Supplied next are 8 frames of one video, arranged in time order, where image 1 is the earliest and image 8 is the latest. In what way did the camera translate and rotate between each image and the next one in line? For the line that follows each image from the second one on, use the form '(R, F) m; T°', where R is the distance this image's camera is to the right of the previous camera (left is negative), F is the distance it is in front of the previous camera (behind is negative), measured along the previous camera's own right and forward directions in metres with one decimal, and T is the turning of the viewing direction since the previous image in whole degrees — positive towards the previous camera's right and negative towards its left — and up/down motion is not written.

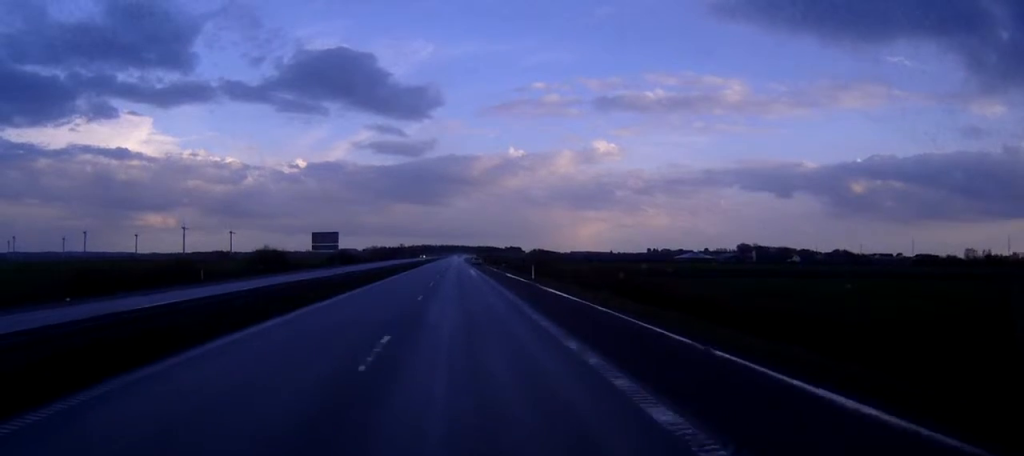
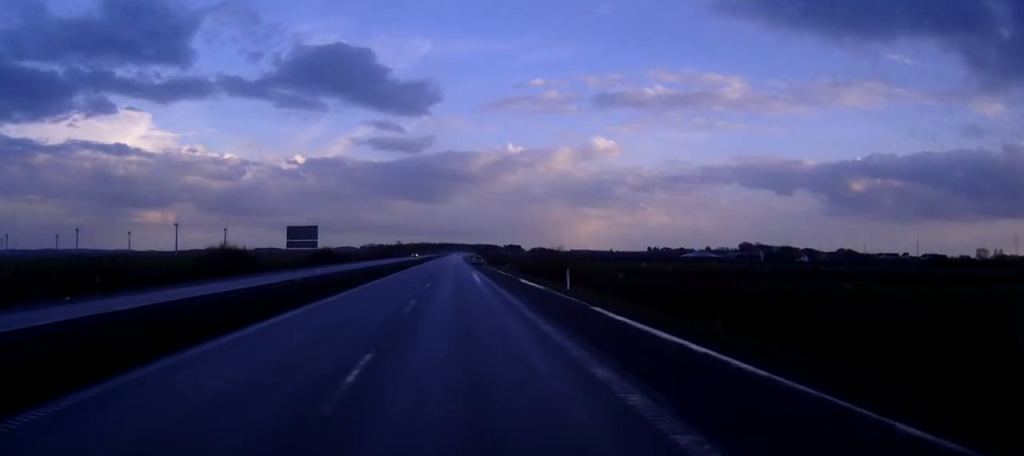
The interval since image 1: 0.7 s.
(0.0, +18.2) m; 0°
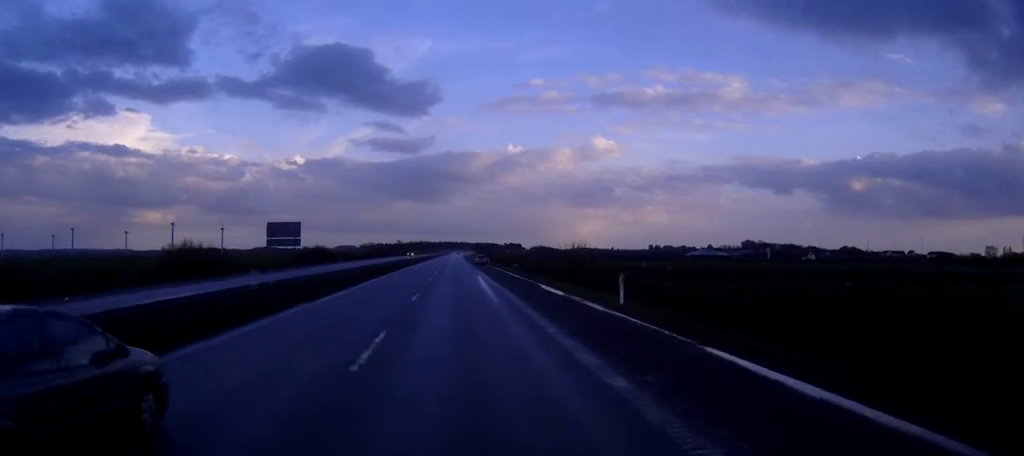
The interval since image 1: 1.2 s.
(0.0, +12.2) m; 0°
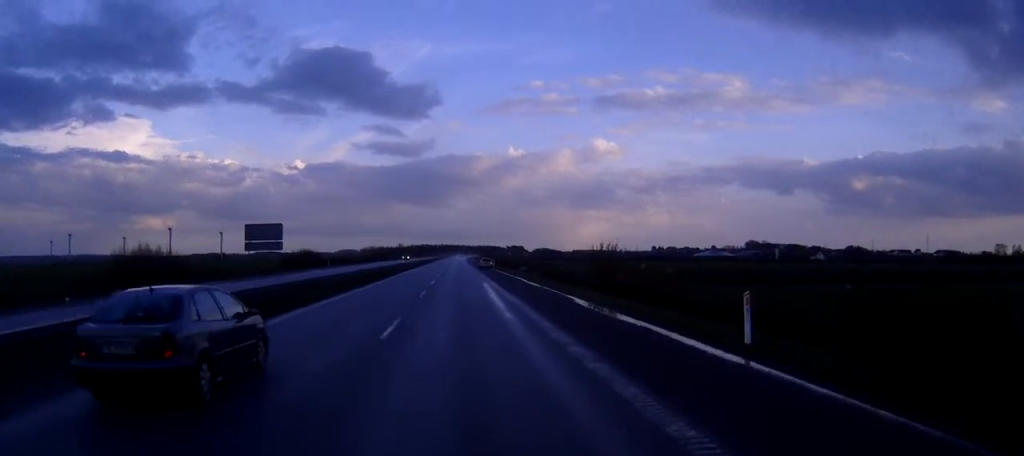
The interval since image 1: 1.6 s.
(0.0, +11.3) m; 0°
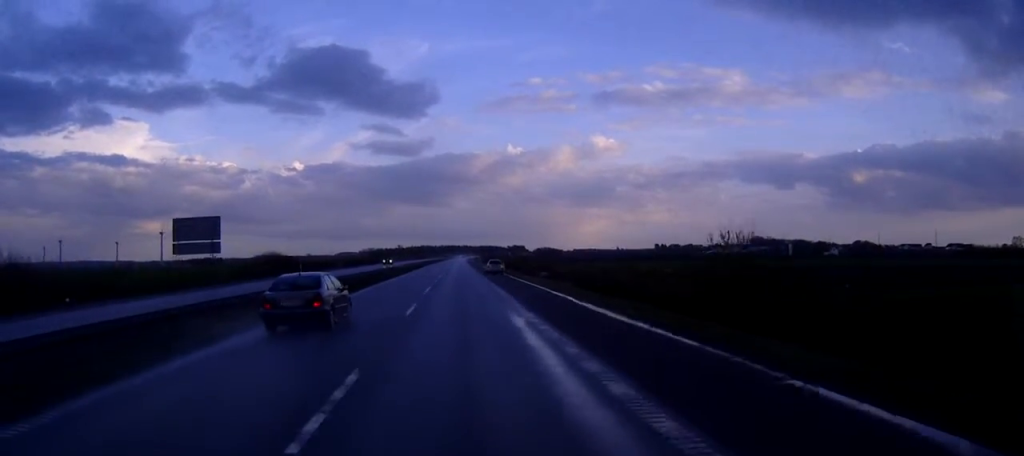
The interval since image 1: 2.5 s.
(0.0, +23.4) m; 0°
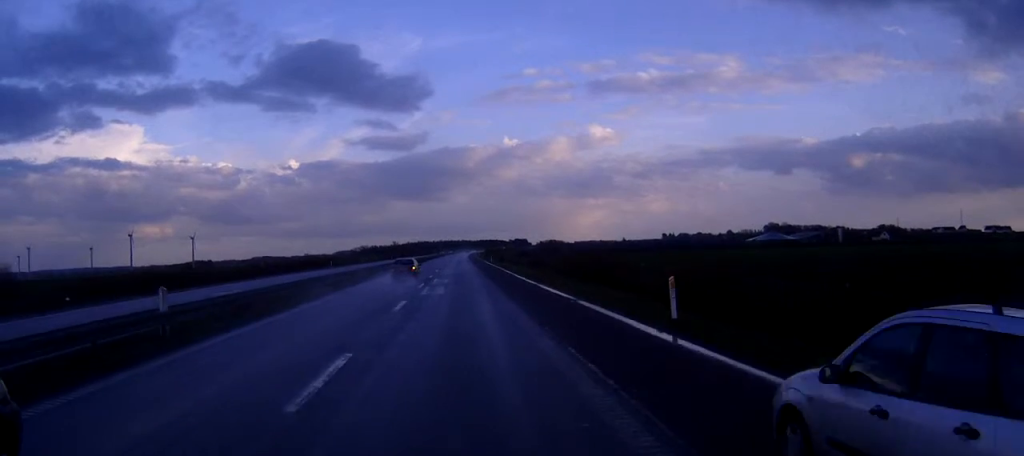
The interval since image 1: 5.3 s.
(+0.1, +72.9) m; 0°
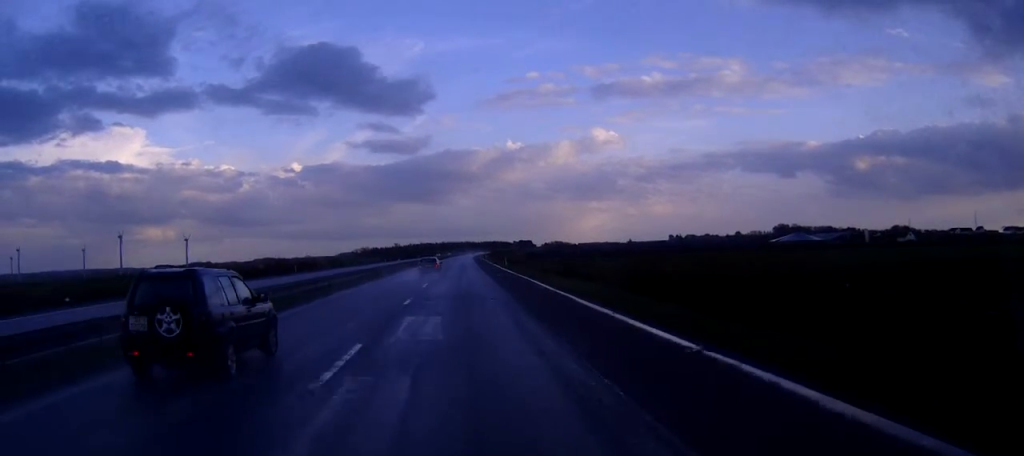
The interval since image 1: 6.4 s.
(-0.1, +28.6) m; 0°
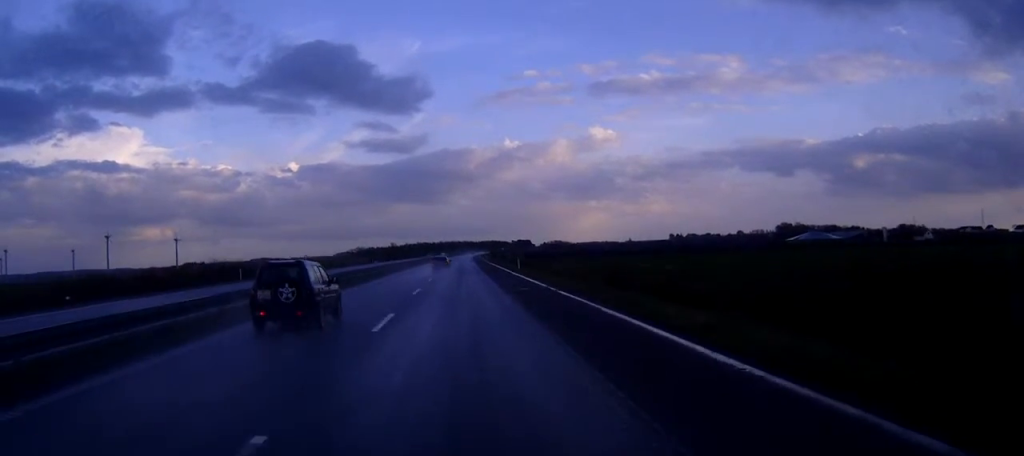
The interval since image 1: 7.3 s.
(0.0, +22.5) m; 0°
